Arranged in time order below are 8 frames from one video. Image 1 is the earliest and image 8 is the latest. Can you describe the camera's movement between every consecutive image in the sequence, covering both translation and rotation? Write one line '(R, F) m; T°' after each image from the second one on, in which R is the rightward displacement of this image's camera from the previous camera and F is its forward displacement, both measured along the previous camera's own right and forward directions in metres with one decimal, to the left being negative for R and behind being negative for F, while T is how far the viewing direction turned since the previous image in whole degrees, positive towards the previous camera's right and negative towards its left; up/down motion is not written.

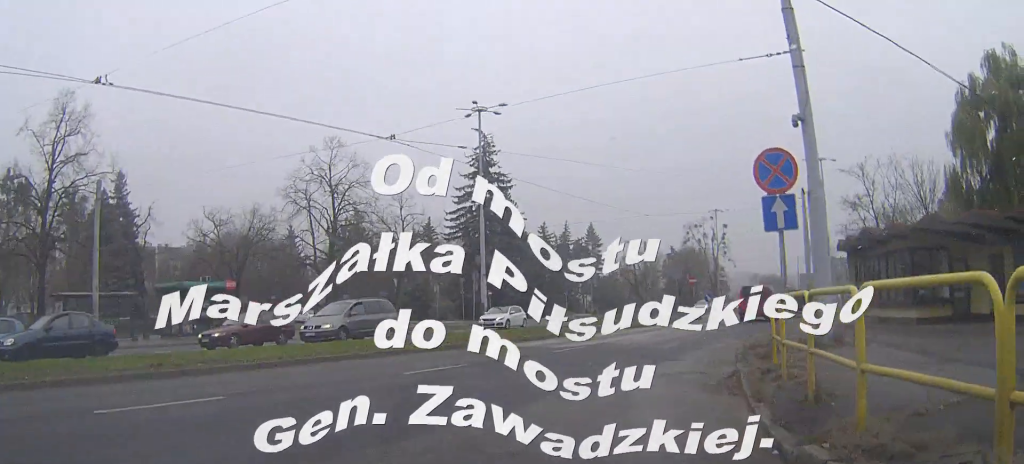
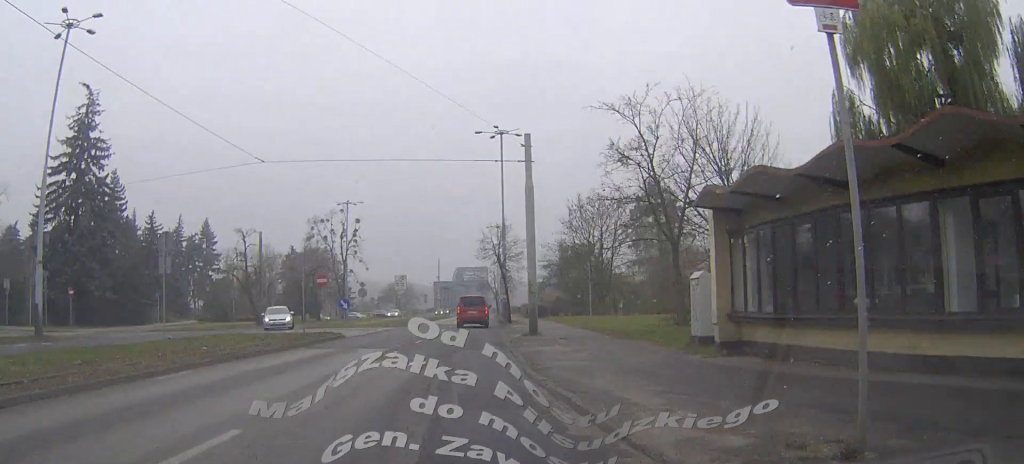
(+4.7, +16.1) m; +27°
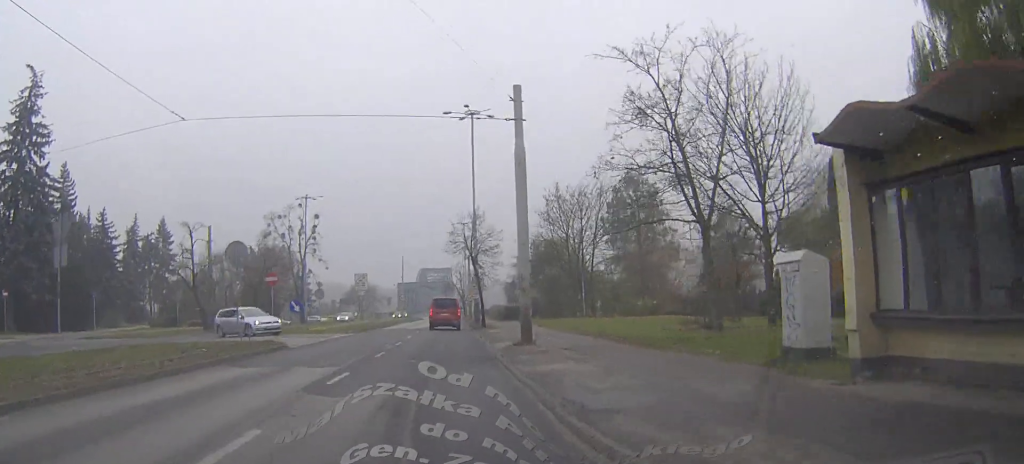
(+0.3, +5.5) m; +4°
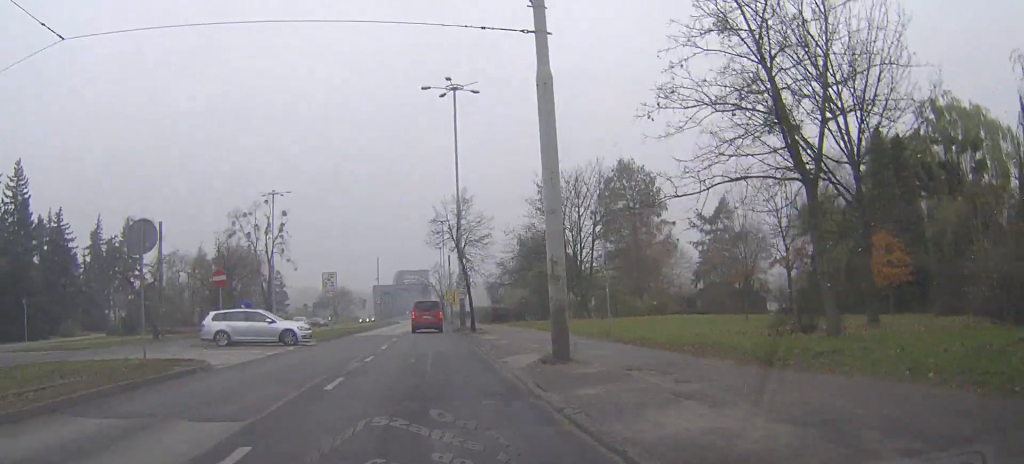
(+0.2, +6.7) m; +3°
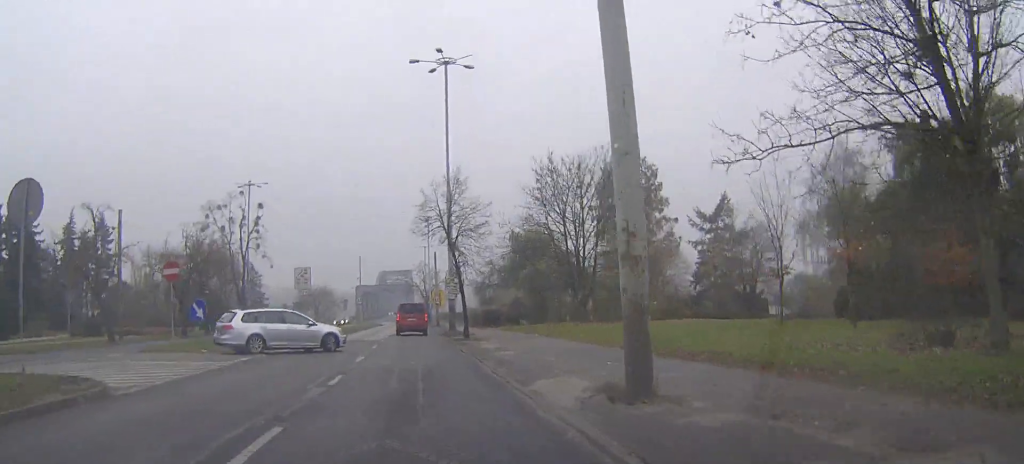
(0.0, +5.0) m; +1°
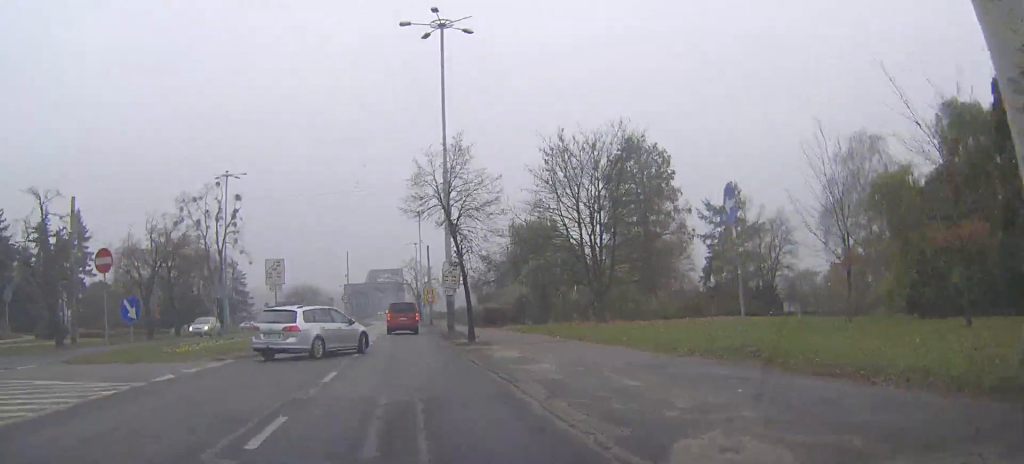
(+0.1, +6.3) m; +1°
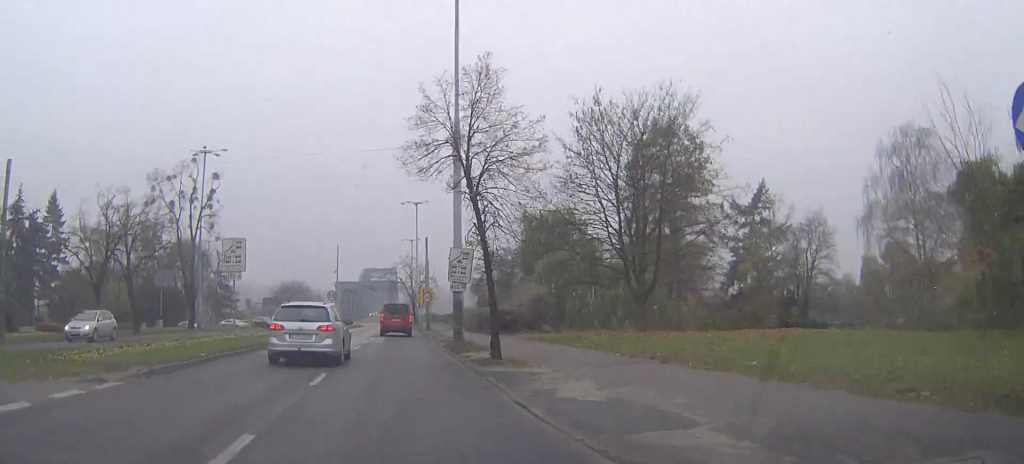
(+0.1, +7.7) m; +1°
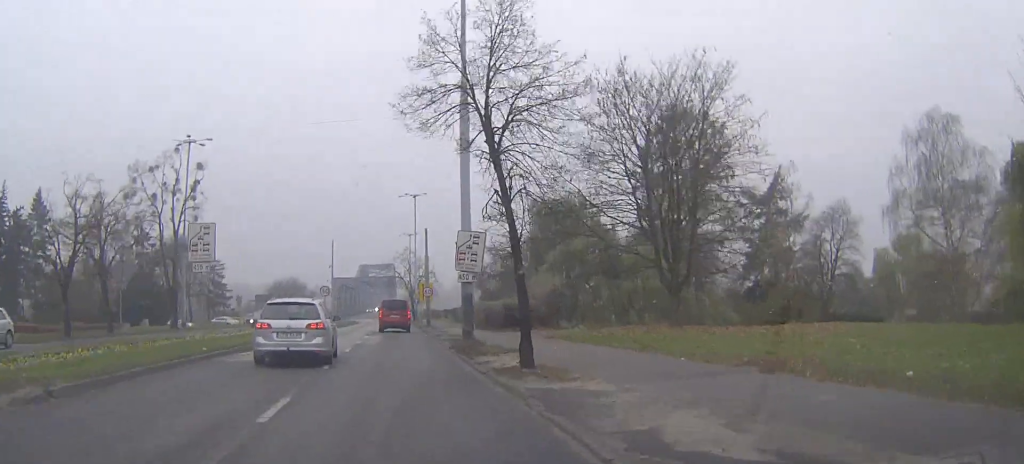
(0.0, +4.5) m; 0°
